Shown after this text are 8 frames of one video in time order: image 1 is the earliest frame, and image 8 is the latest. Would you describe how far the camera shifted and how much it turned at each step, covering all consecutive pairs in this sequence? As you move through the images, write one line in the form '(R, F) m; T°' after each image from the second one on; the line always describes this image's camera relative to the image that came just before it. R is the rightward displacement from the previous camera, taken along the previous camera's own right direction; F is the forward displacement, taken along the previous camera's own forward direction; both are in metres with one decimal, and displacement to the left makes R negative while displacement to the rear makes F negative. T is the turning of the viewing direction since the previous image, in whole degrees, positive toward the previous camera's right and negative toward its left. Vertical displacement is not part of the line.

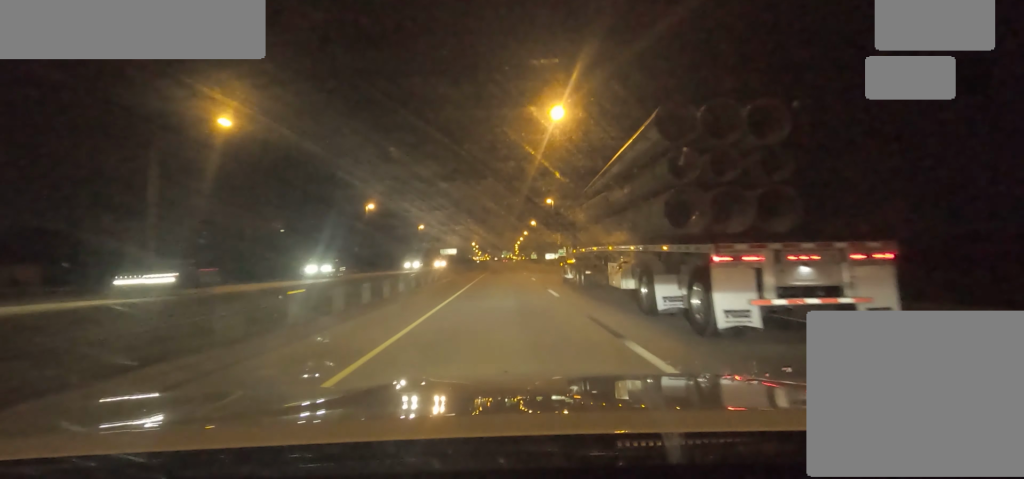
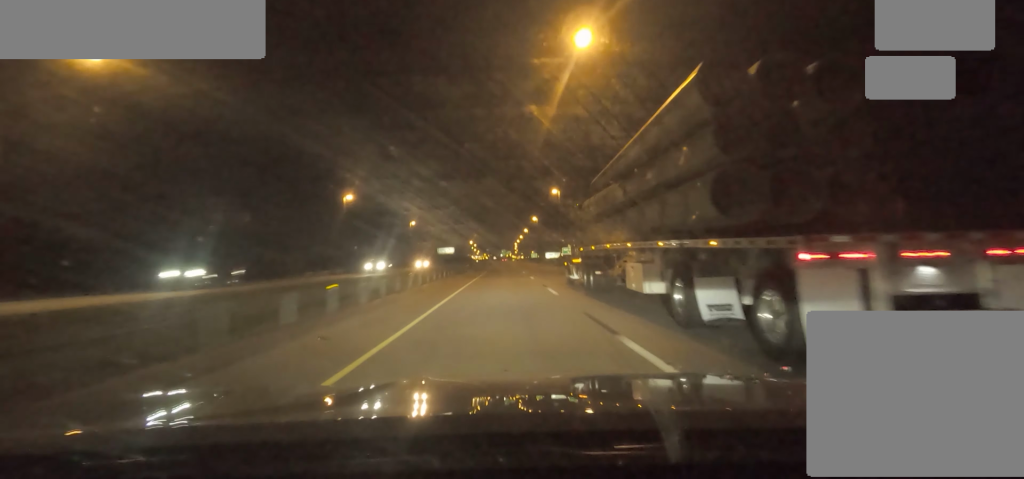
(-0.2, +13.7) m; 0°
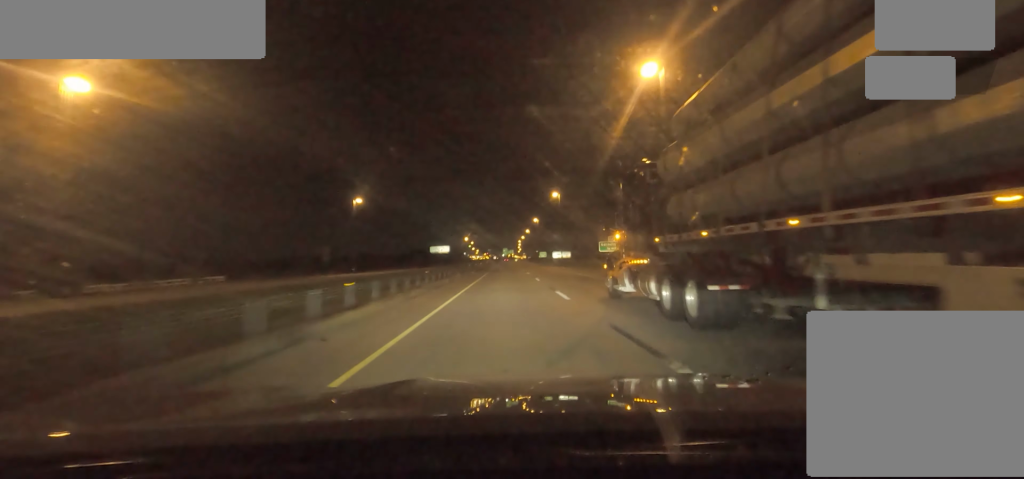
(+2.4, +55.8) m; +2°
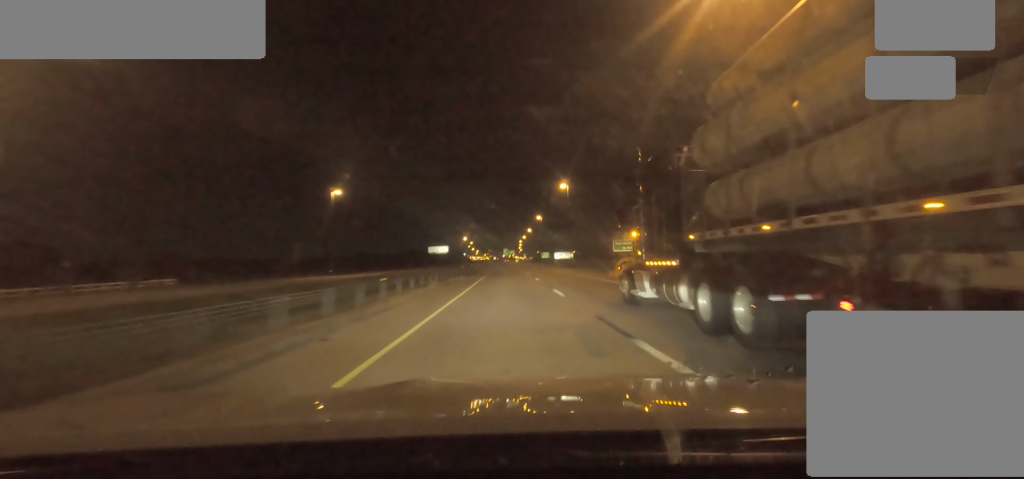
(-0.6, +12.3) m; -1°
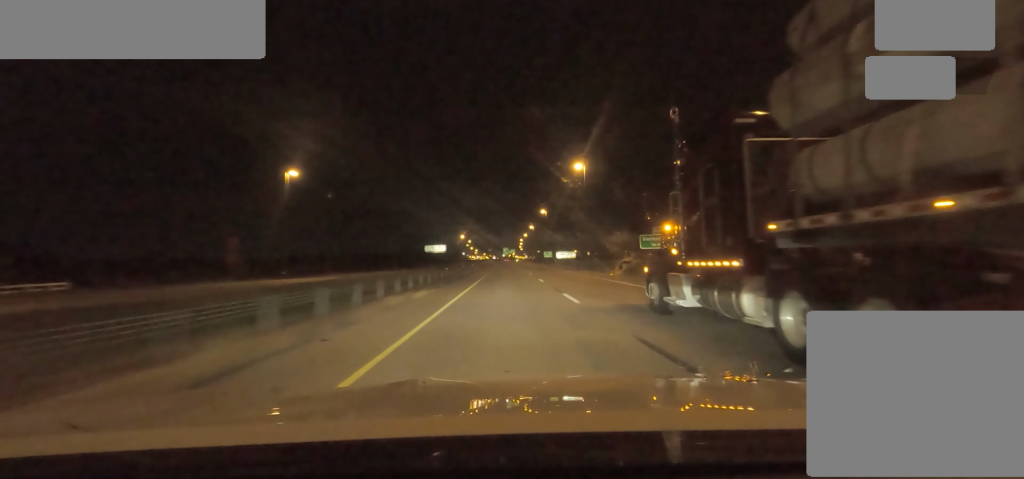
(-0.5, +16.7) m; -1°
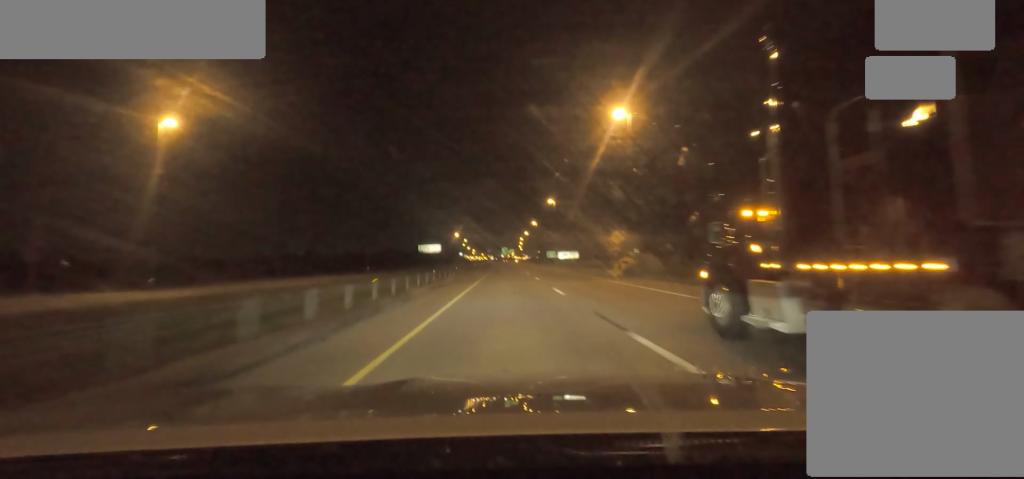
(0.0, +23.2) m; +1°
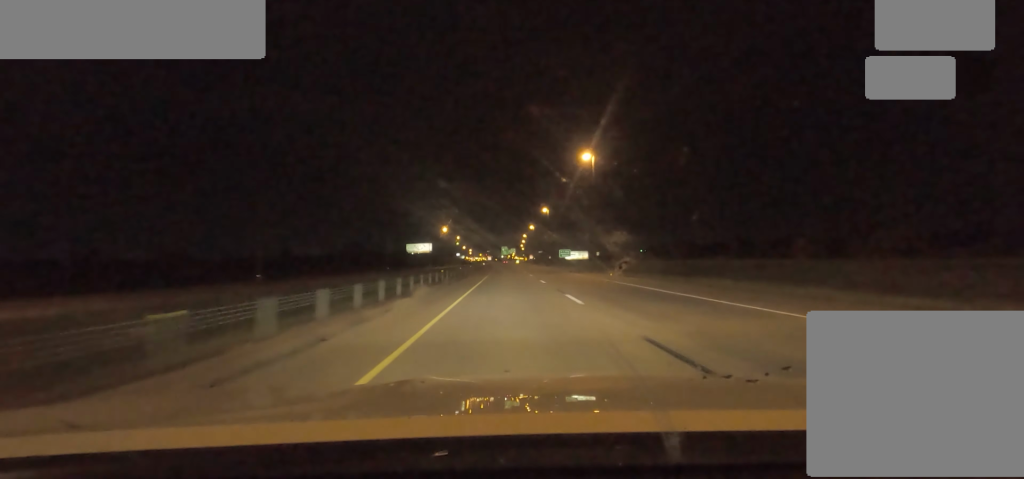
(+1.0, +43.4) m; +2°
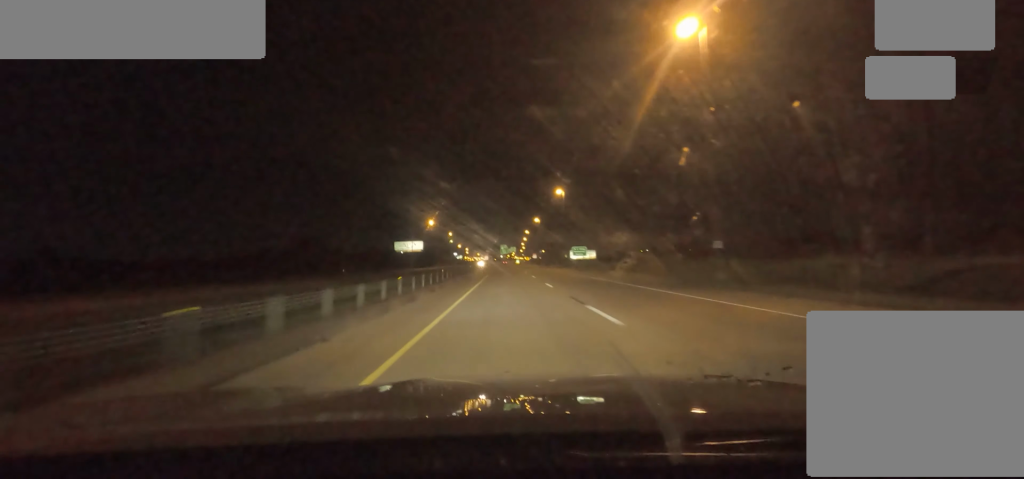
(+0.5, +32.0) m; 0°
